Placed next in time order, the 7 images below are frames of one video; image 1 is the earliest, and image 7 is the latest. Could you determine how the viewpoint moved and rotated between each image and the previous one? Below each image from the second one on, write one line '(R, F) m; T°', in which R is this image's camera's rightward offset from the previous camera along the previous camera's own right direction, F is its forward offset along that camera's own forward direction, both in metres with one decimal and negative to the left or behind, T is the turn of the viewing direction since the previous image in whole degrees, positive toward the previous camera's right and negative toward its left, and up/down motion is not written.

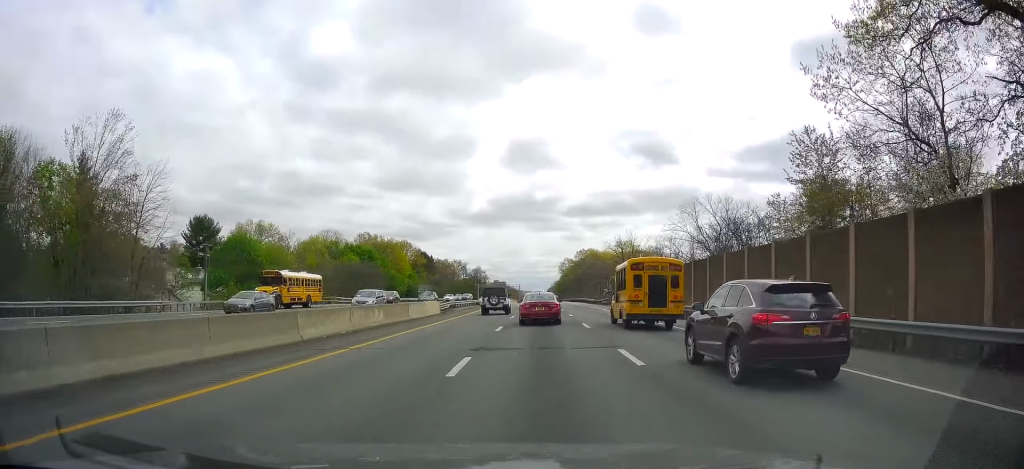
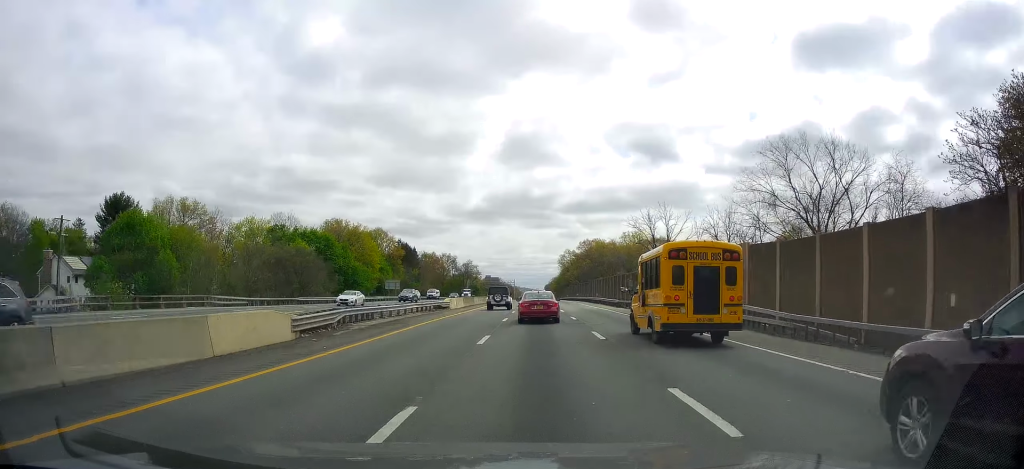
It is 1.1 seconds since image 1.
(-0.2, +30.5) m; -1°
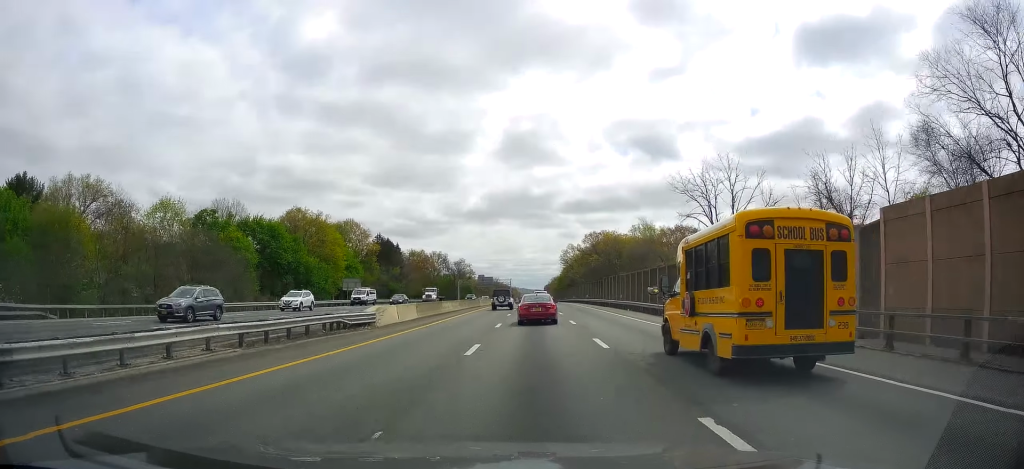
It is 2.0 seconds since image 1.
(-0.3, +26.5) m; 0°
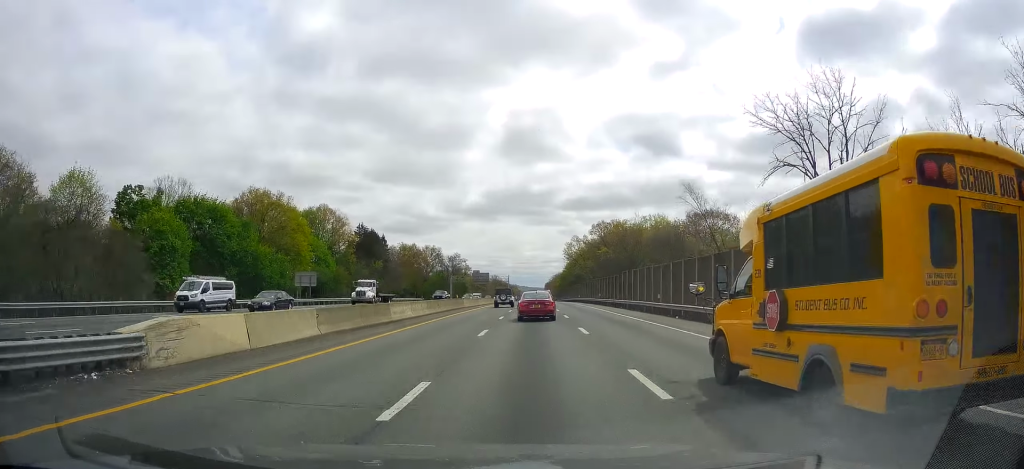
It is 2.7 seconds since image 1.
(+0.2, +19.9) m; +1°
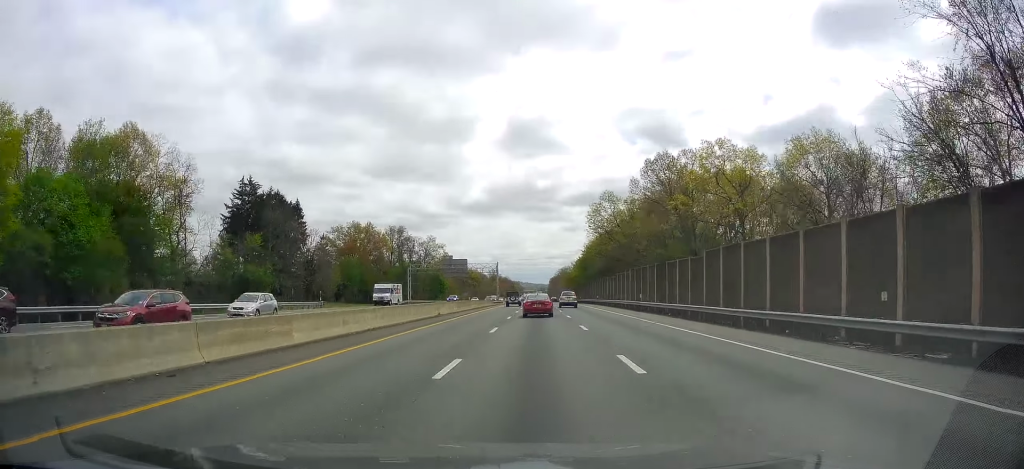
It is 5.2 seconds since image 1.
(-0.2, +70.2) m; -1°
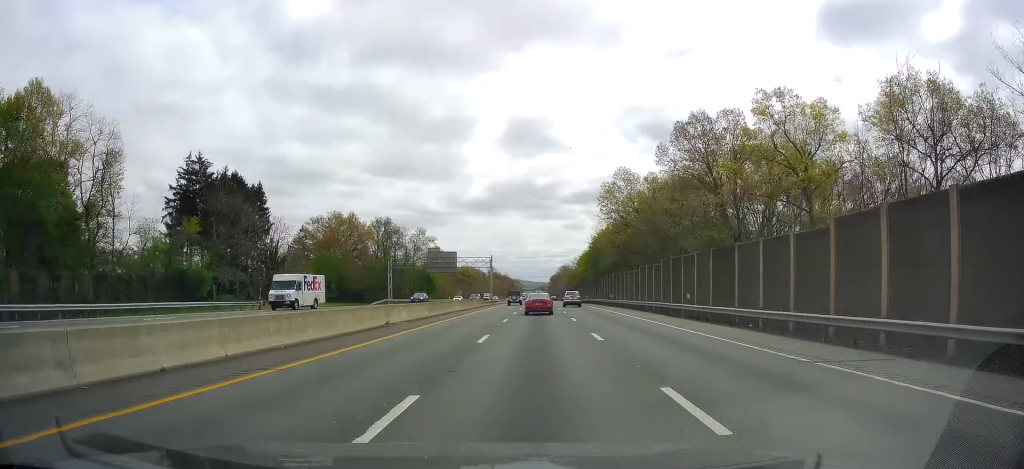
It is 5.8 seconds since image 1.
(-0.5, +17.1) m; +1°
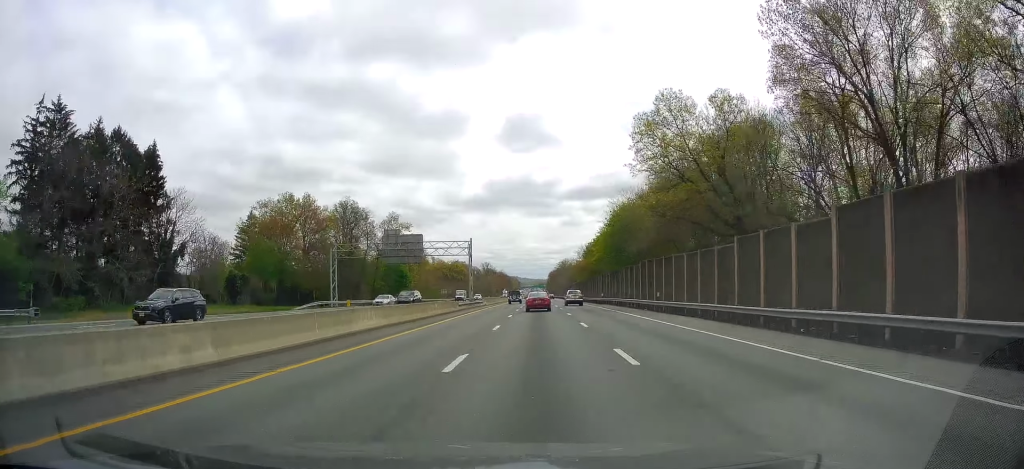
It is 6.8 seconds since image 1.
(+1.0, +30.4) m; 0°
